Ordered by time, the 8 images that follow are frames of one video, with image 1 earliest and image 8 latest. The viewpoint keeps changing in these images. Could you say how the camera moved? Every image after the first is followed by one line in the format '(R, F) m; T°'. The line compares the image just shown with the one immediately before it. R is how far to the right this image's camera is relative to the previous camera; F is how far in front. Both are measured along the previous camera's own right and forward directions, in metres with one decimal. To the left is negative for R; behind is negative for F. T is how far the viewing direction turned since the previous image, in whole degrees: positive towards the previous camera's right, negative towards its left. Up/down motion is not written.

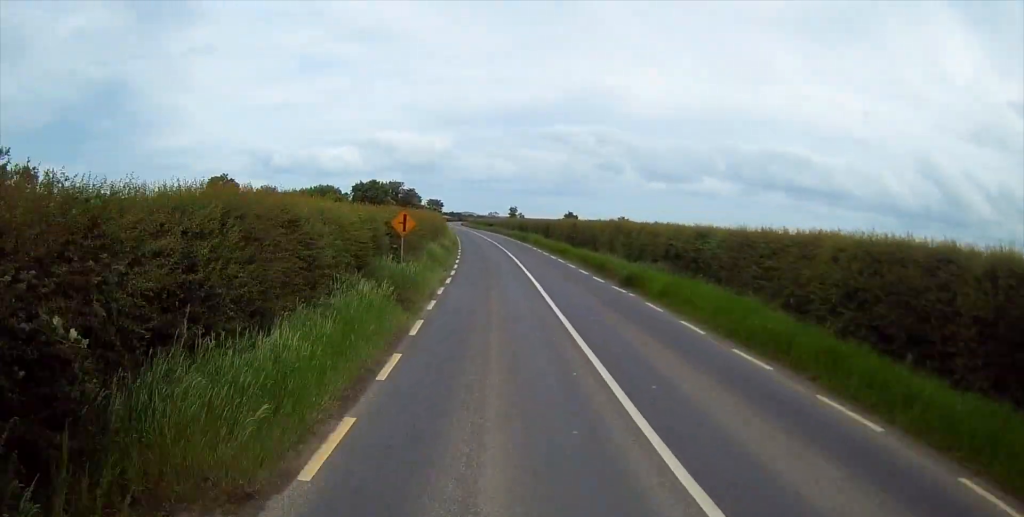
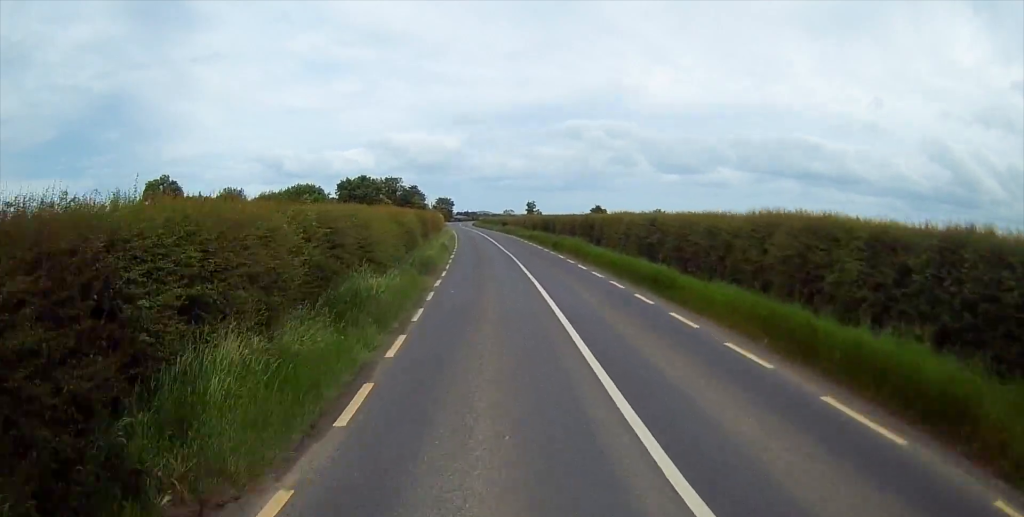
(-0.3, +25.9) m; -2°
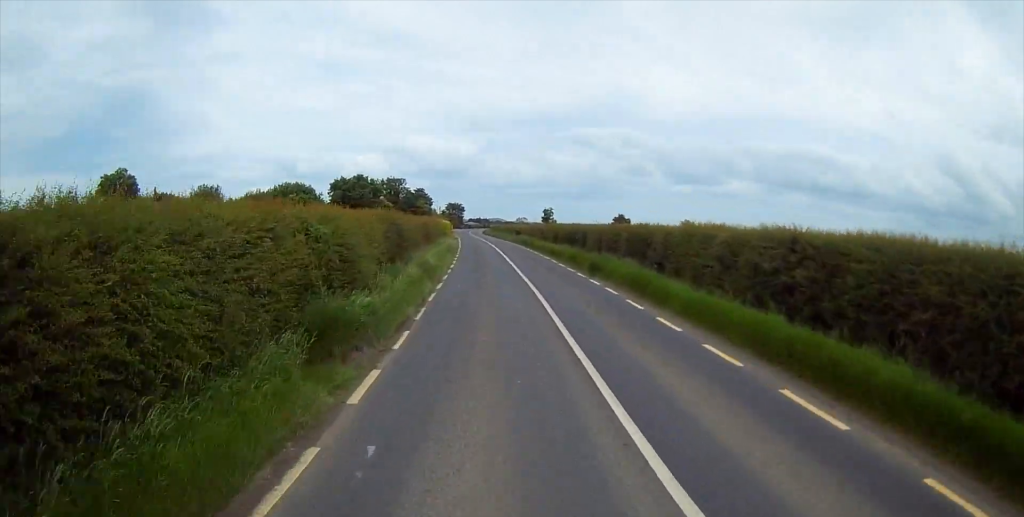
(-0.3, +14.7) m; -1°
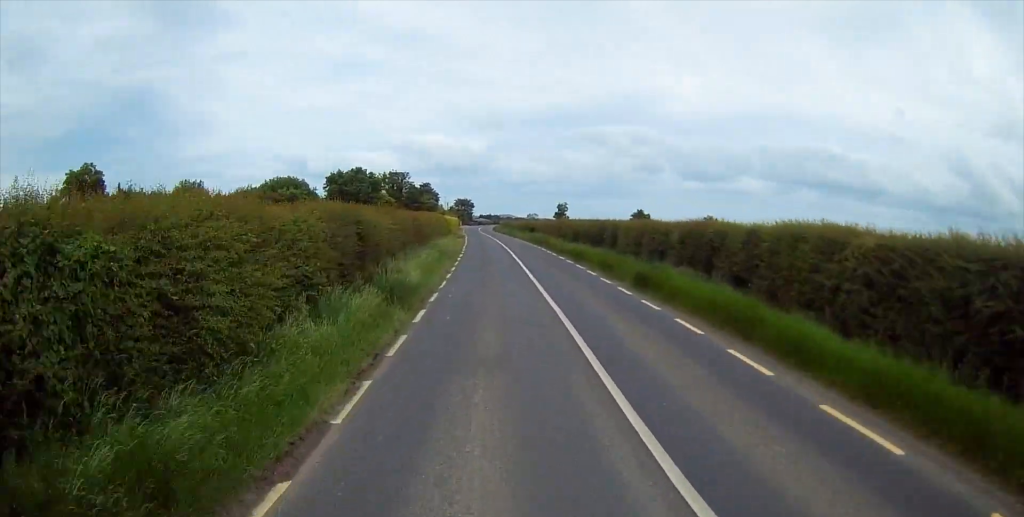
(-0.2, +9.1) m; -1°
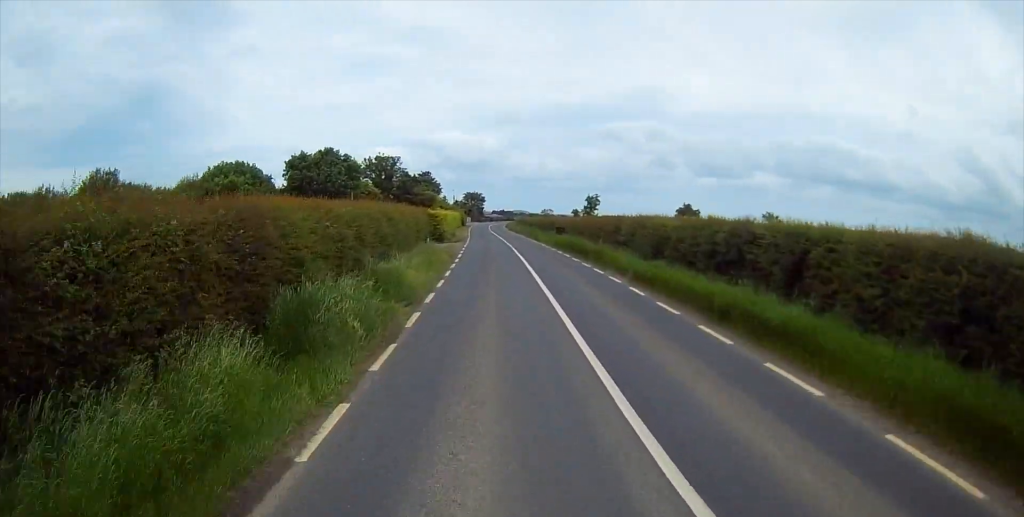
(+0.1, +25.4) m; 0°
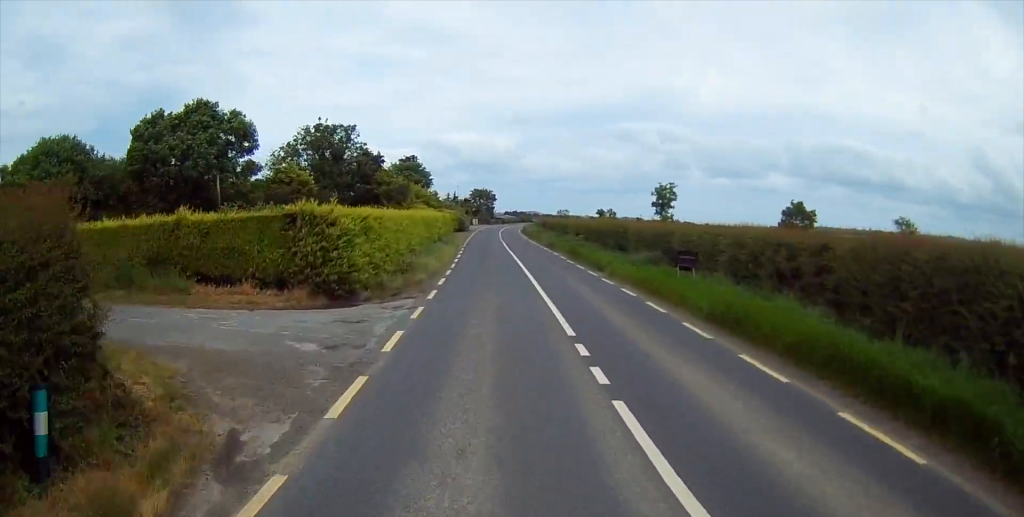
(-0.5, +38.5) m; -2°
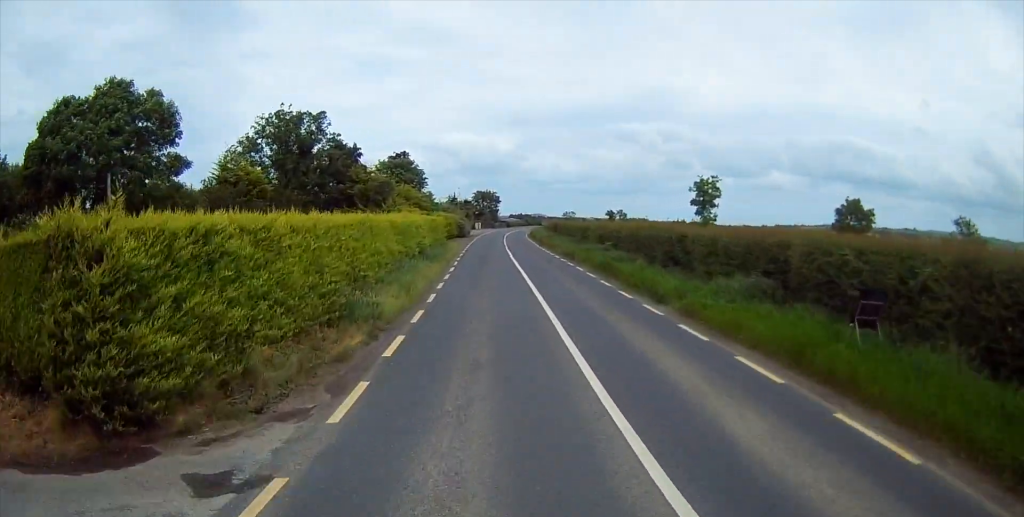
(-0.2, +11.8) m; -1°
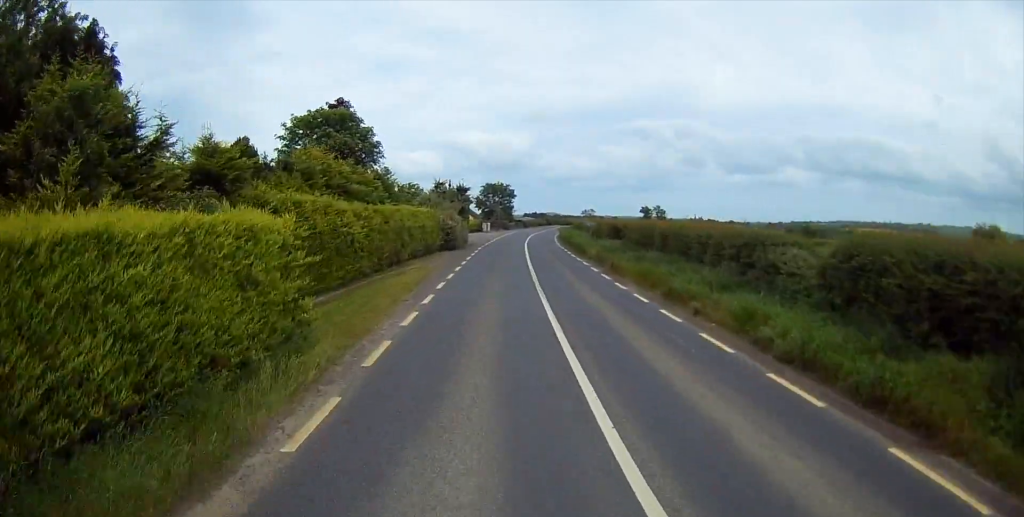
(-0.7, +37.1) m; -1°
